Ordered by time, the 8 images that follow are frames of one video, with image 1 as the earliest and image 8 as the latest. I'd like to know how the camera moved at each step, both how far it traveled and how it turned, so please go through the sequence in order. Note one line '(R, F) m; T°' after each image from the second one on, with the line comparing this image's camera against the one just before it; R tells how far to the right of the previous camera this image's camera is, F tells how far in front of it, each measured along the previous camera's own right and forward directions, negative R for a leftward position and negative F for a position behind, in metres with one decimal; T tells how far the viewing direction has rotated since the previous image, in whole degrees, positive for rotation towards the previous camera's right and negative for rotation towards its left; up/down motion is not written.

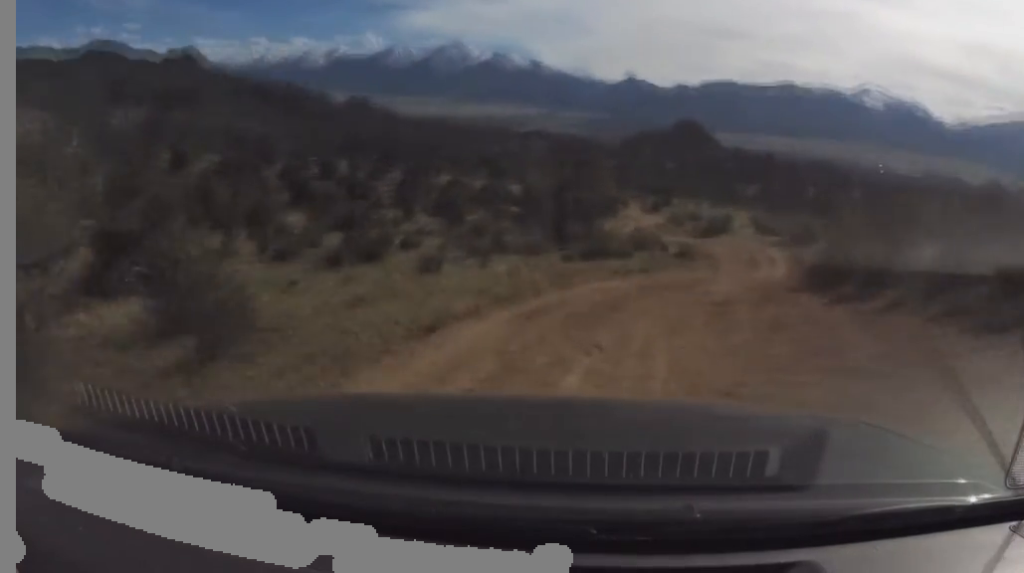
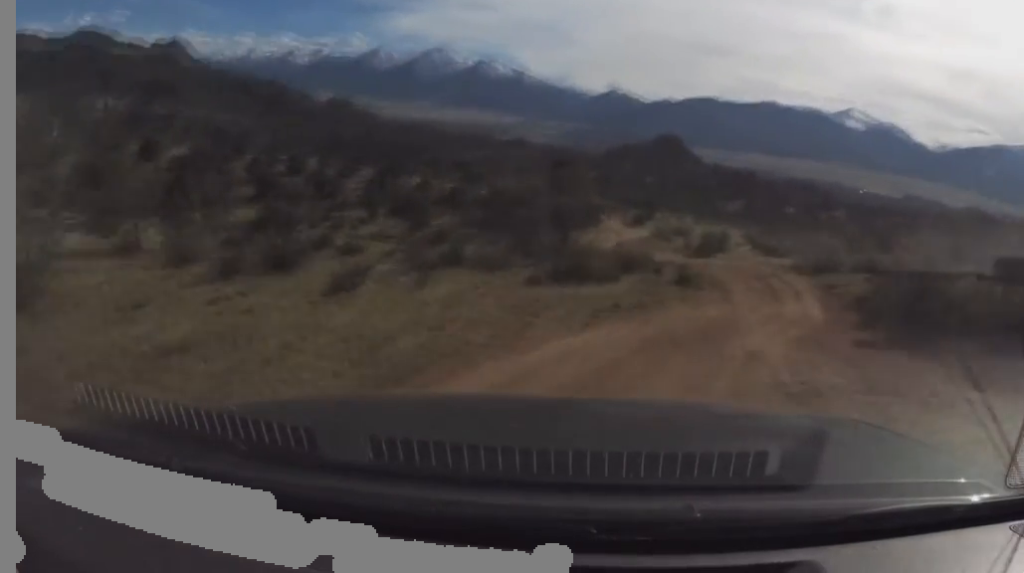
(+0.2, +6.1) m; -2°
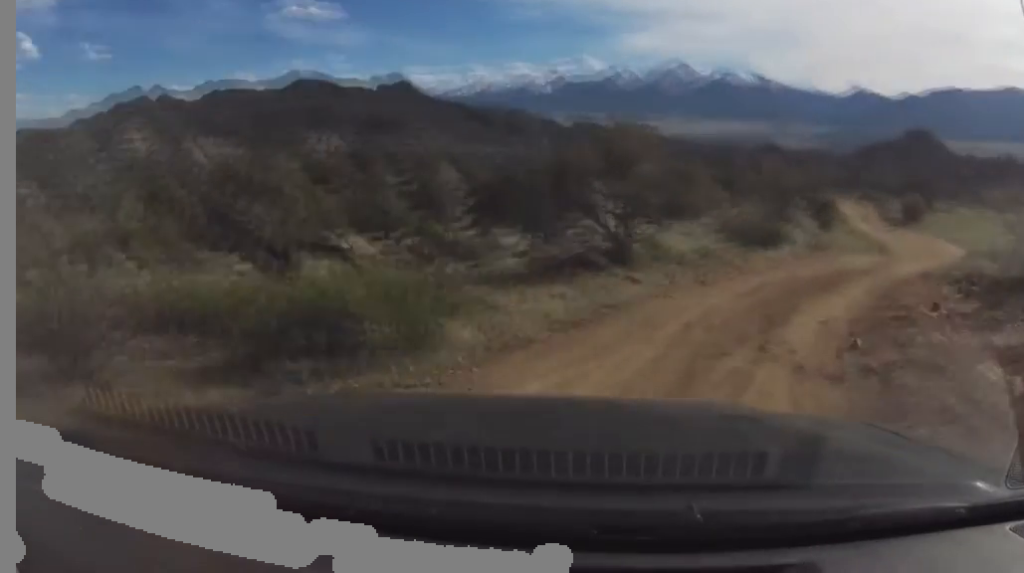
(-2.1, +40.5) m; -3°
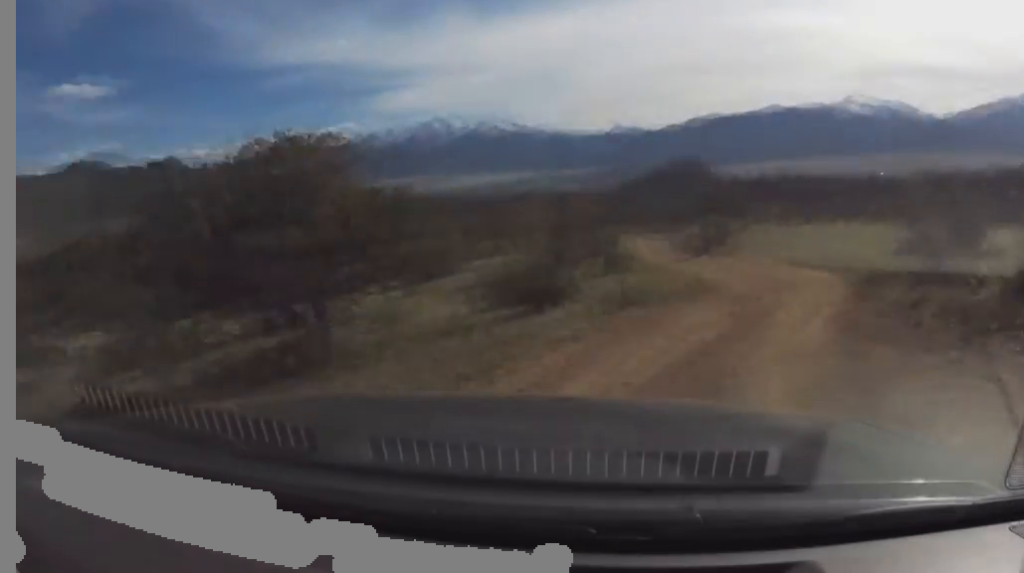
(0.0, +8.2) m; 0°
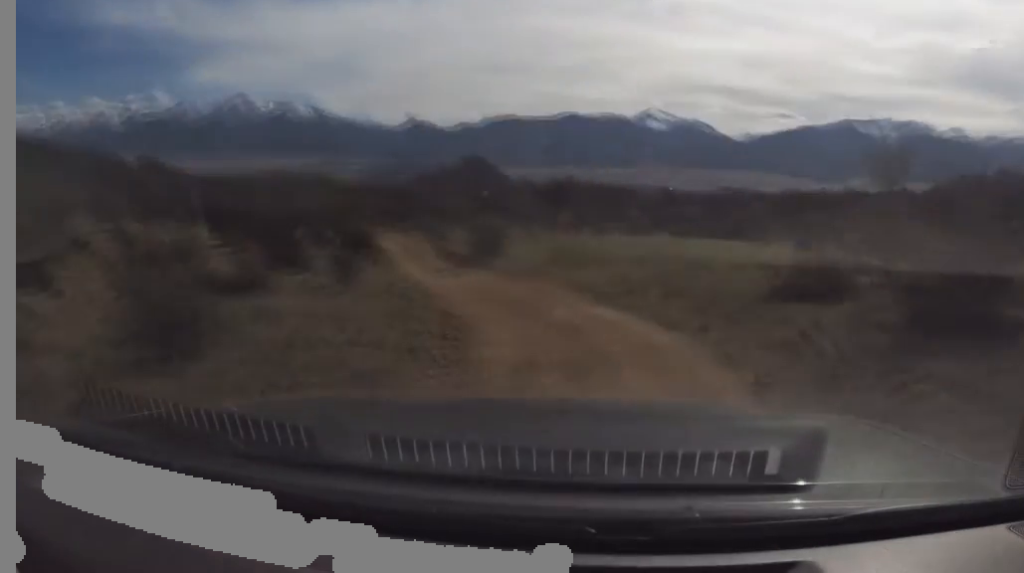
(0.0, +7.7) m; 0°
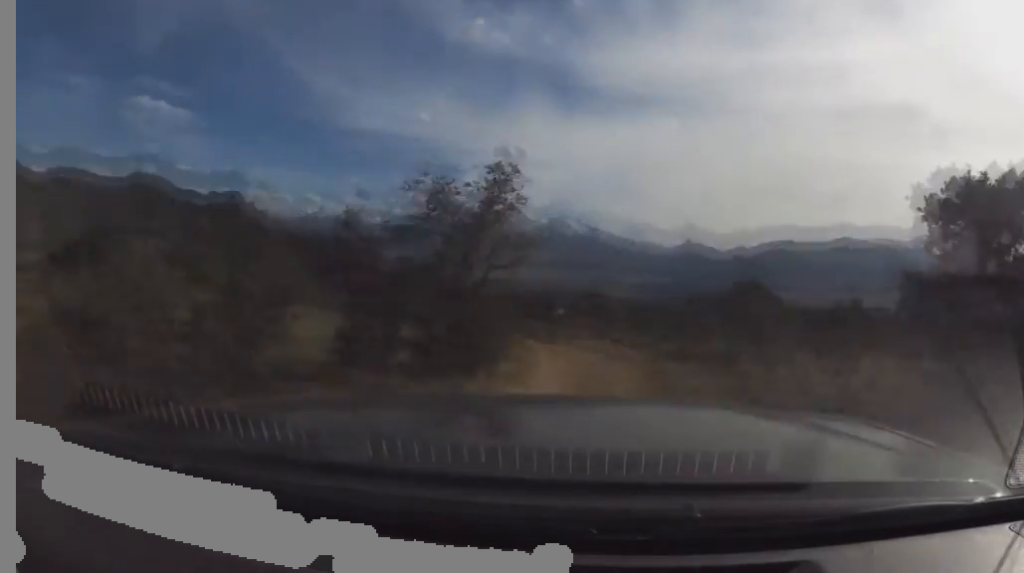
(-0.1, +30.1) m; 0°
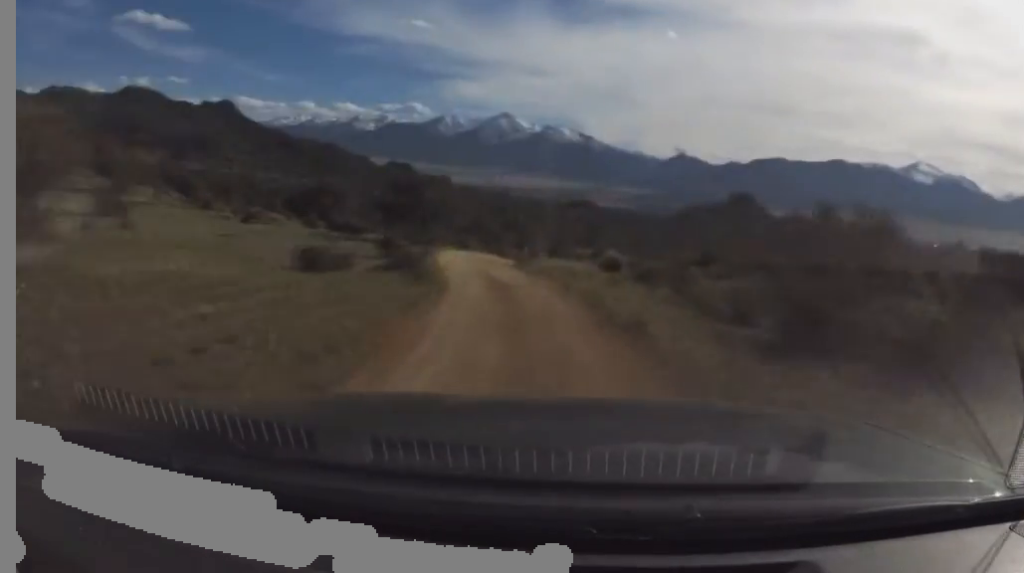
(0.0, +11.3) m; 0°
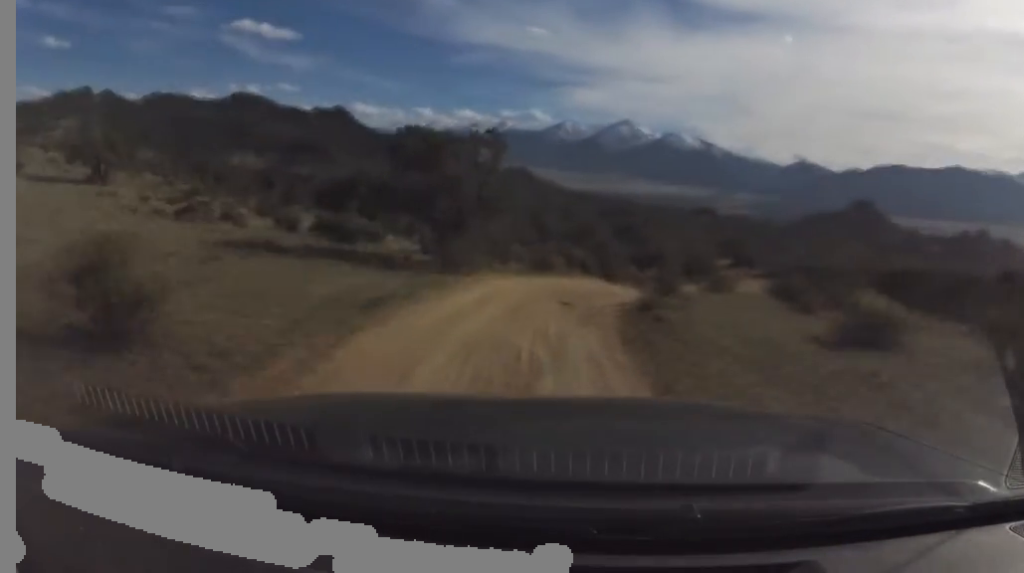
(0.0, +13.0) m; 0°
